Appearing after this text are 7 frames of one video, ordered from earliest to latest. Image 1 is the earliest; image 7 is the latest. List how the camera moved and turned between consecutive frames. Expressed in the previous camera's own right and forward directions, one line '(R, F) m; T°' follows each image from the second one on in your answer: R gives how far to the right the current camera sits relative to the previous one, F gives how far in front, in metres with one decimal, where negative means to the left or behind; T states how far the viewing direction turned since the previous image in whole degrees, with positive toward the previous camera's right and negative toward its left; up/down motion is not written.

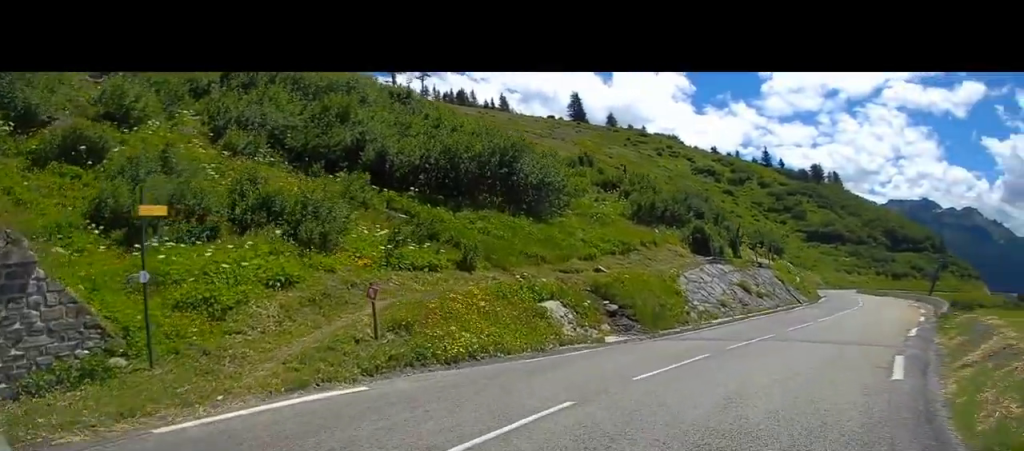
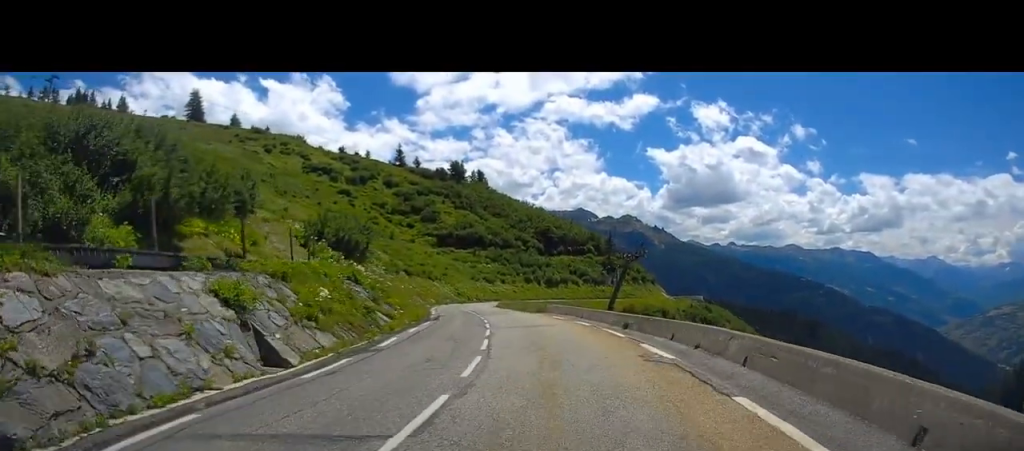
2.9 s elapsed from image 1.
(+5.2, +29.2) m; +8°
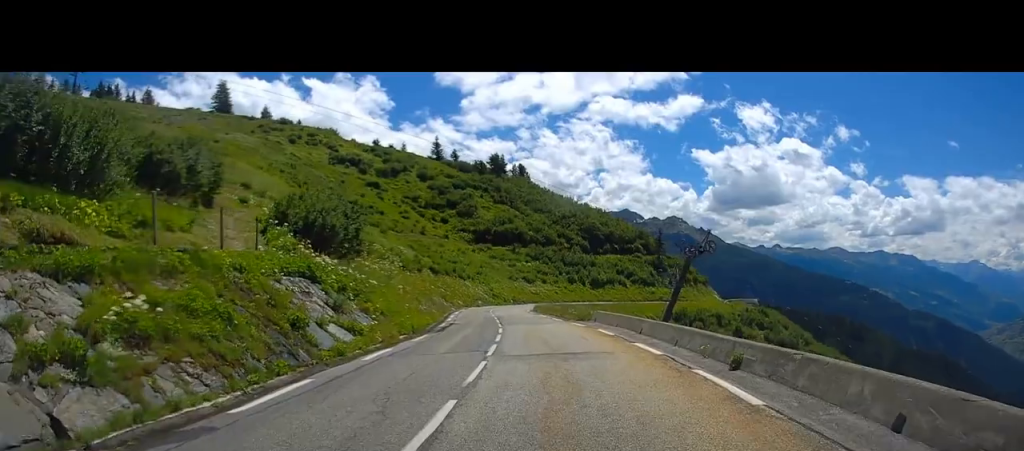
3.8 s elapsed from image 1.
(-0.4, +10.4) m; -5°
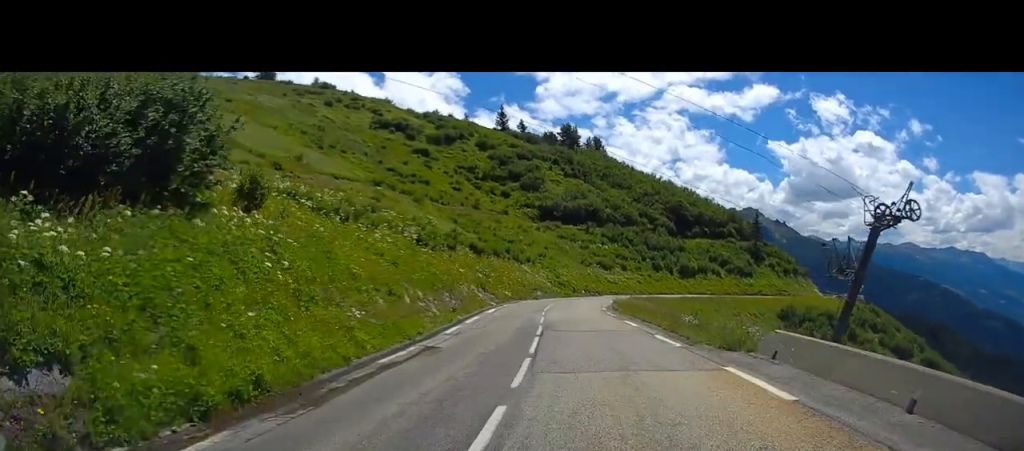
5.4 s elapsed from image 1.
(-1.2, +18.9) m; -5°
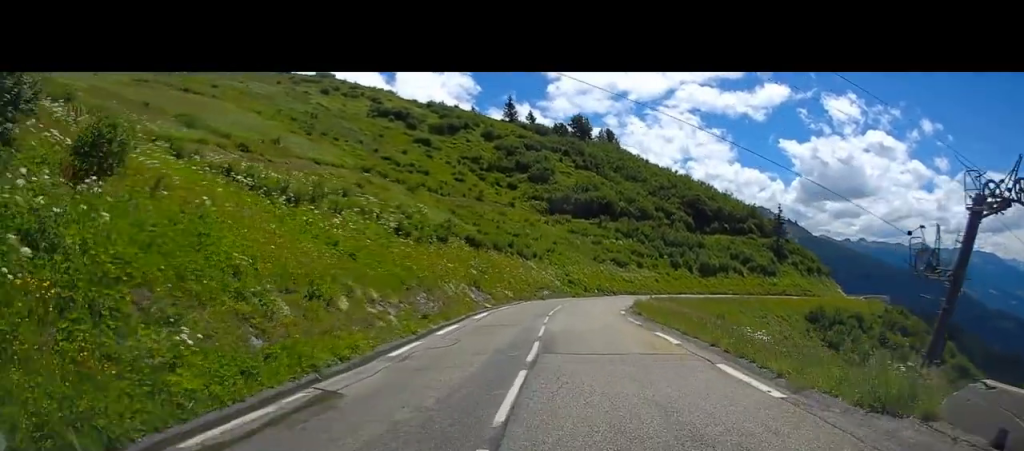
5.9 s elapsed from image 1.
(0.0, +6.6) m; 0°
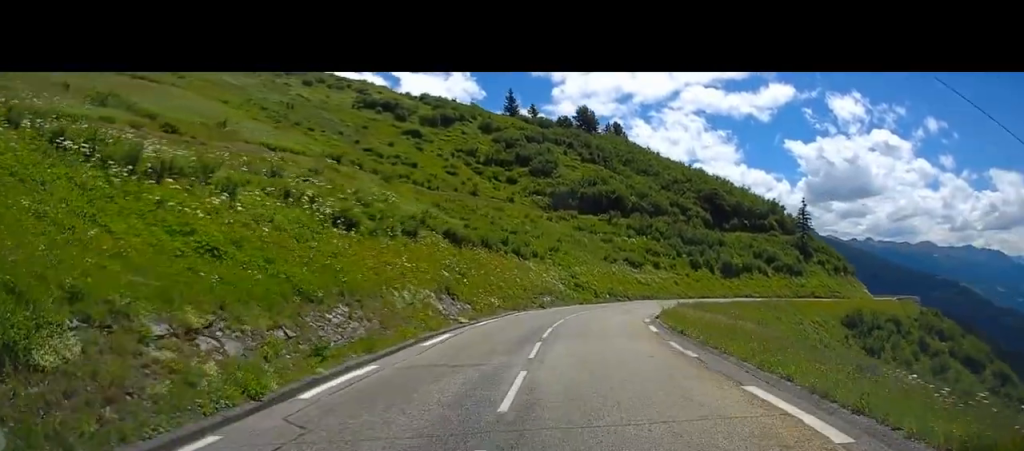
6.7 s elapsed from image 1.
(0.0, +8.7) m; +1°
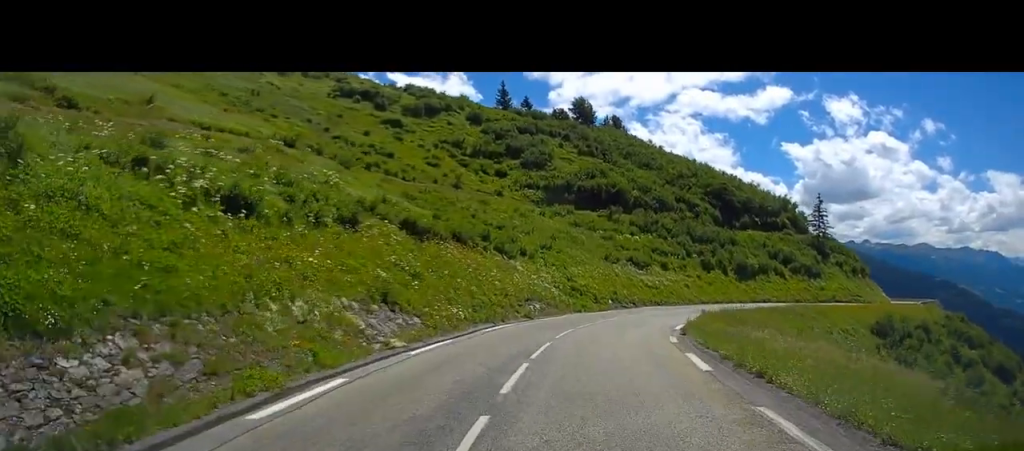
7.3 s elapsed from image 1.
(0.0, +7.7) m; +1°
